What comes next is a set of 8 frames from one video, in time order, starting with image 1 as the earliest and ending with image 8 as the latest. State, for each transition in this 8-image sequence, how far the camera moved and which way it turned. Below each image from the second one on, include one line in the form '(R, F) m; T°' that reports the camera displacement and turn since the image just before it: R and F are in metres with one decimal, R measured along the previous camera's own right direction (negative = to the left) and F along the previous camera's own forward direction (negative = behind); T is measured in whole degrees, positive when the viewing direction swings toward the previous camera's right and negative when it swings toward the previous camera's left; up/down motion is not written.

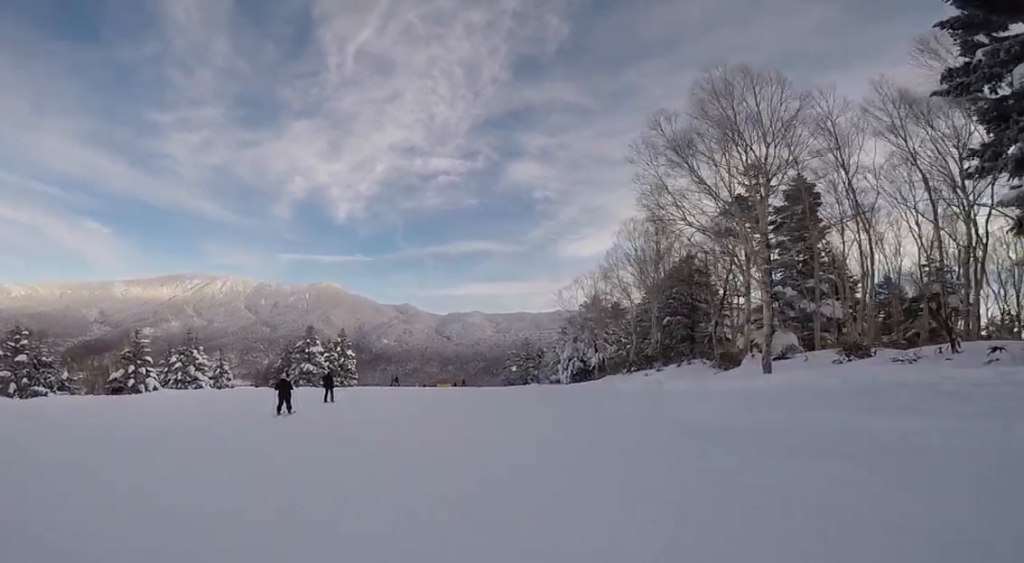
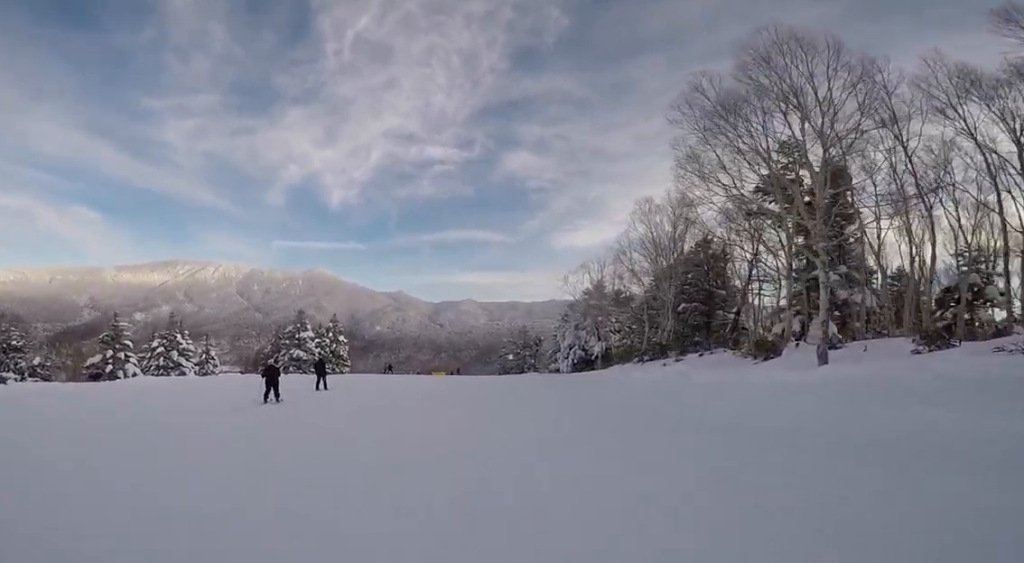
(-0.3, +2.3) m; -2°
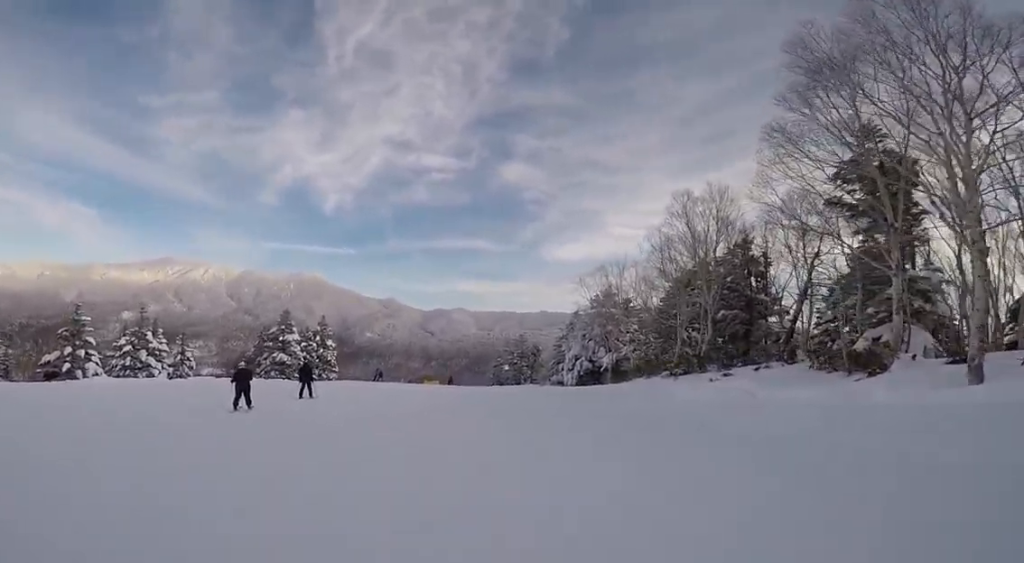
(-0.7, +4.3) m; -2°
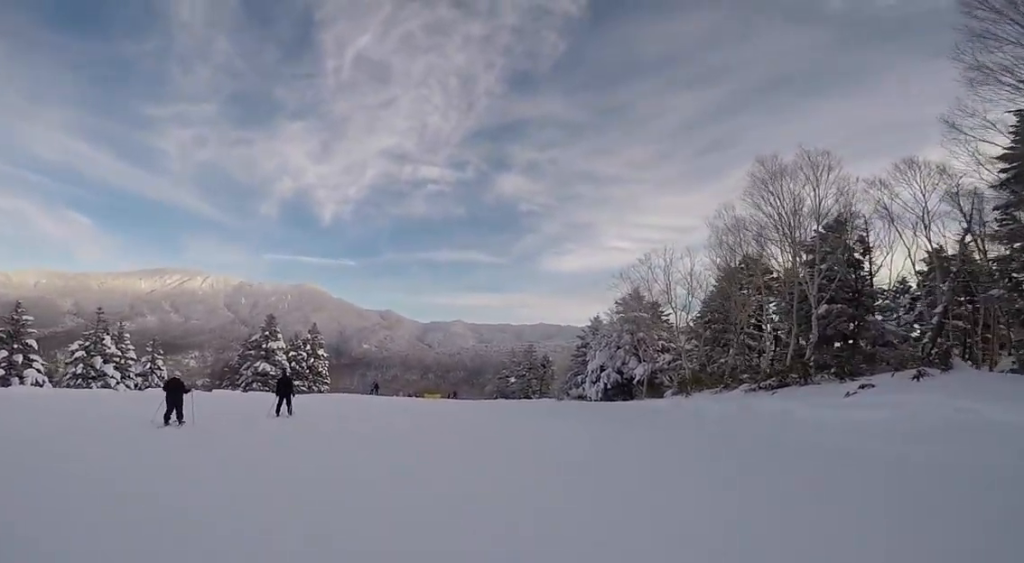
(+0.6, +7.3) m; +2°
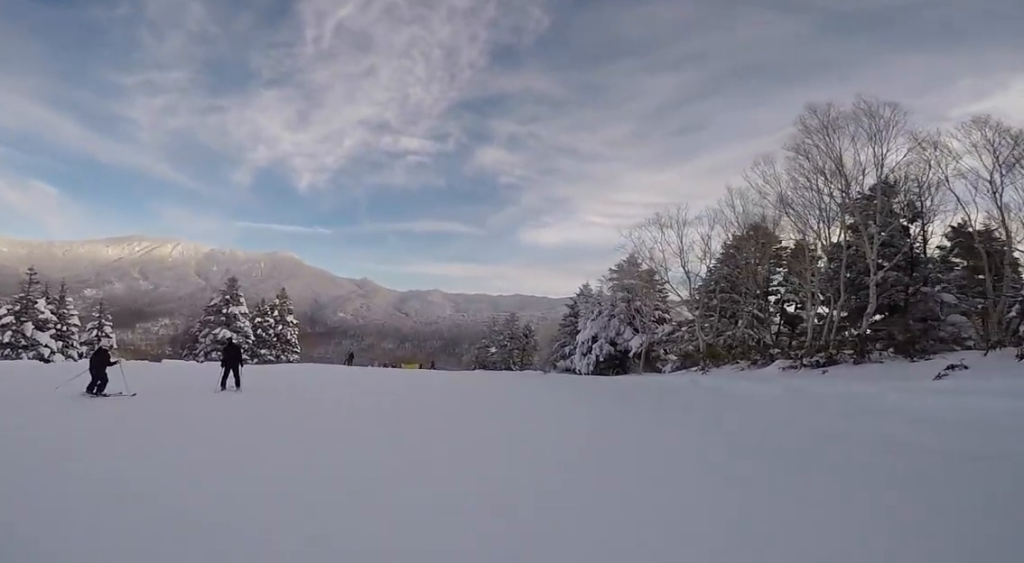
(-0.8, +4.2) m; +4°
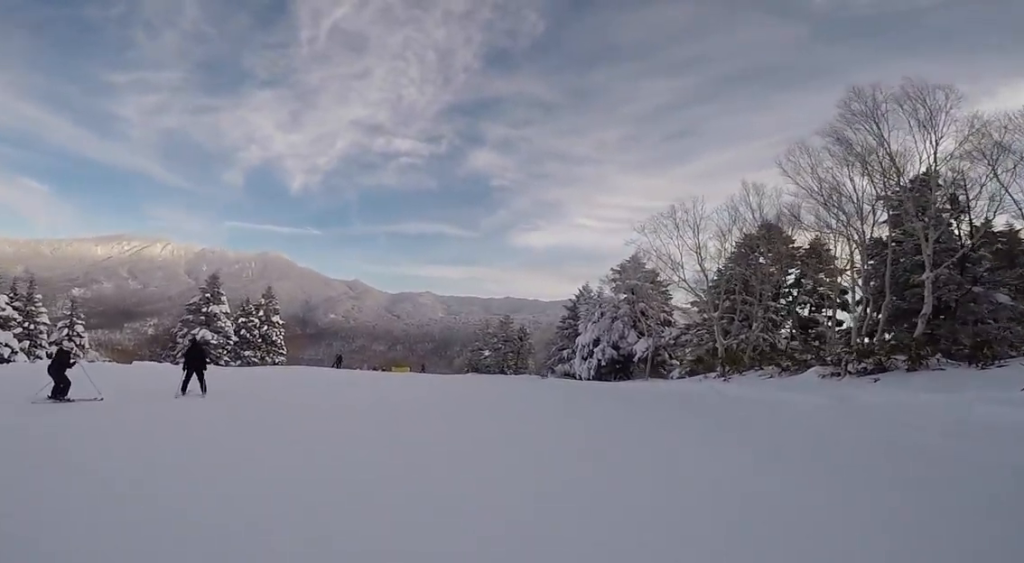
(+0.6, +2.6) m; +10°
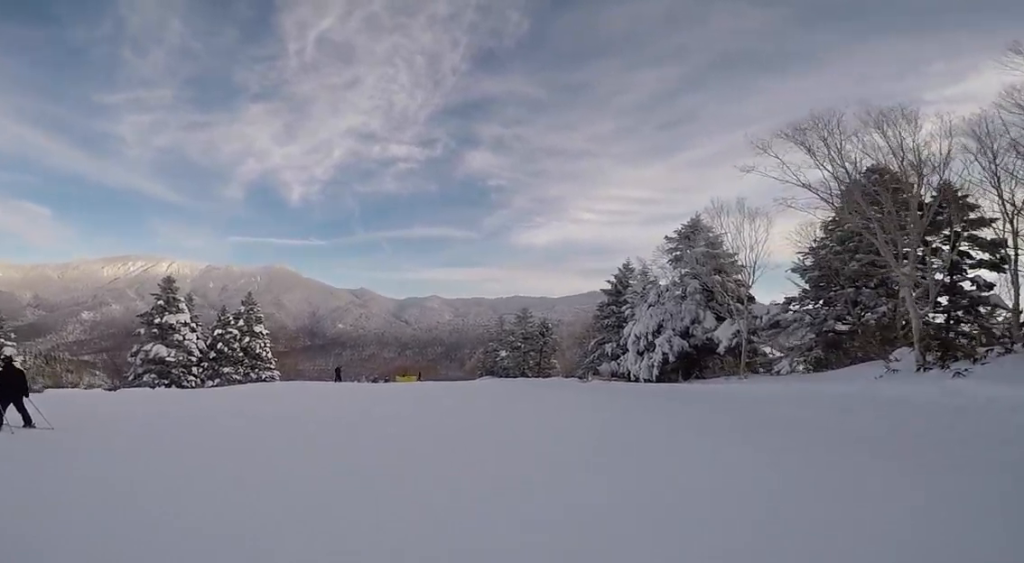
(+2.9, +10.1) m; +22°
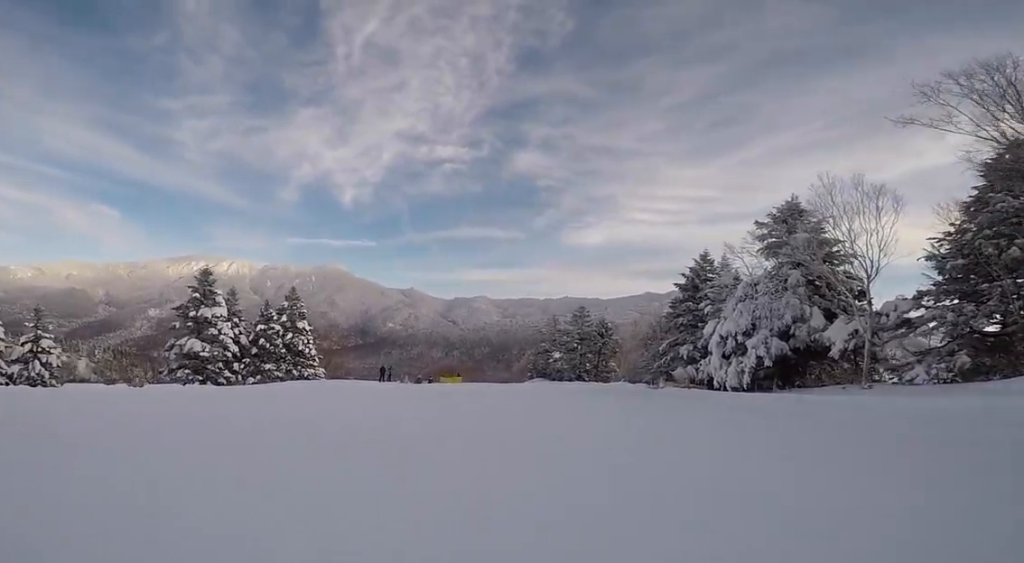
(0.0, +3.6) m; 0°
